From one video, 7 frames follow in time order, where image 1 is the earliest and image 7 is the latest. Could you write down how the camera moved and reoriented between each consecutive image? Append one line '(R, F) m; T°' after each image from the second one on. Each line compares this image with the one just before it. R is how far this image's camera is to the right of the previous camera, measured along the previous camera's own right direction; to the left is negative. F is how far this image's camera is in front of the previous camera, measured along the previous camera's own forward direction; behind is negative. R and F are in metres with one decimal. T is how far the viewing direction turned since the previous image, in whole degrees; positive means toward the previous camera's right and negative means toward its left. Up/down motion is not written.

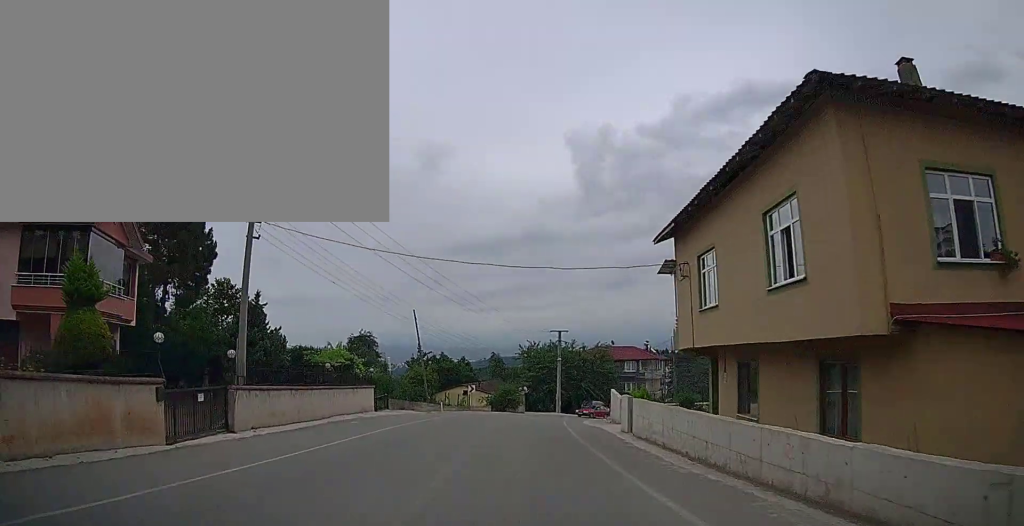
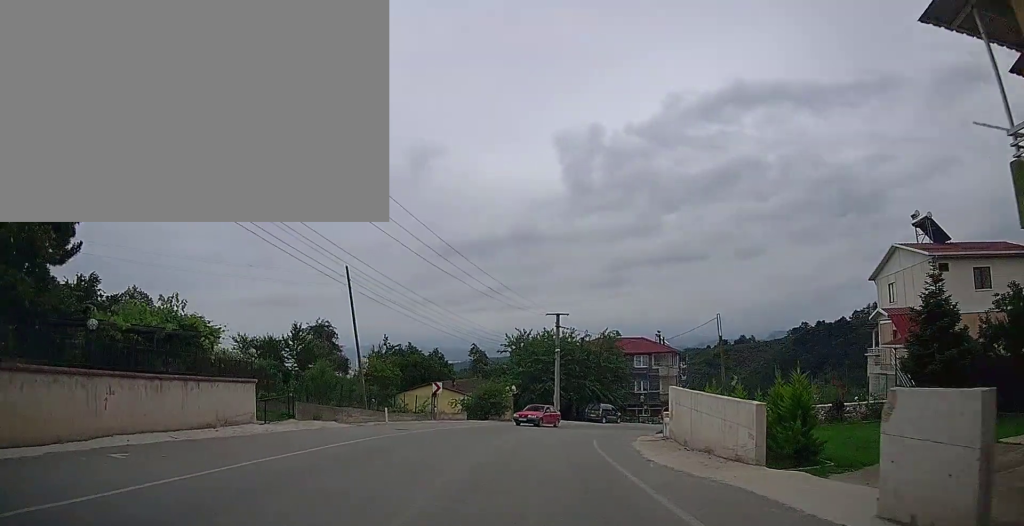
(-0.2, +15.7) m; +1°
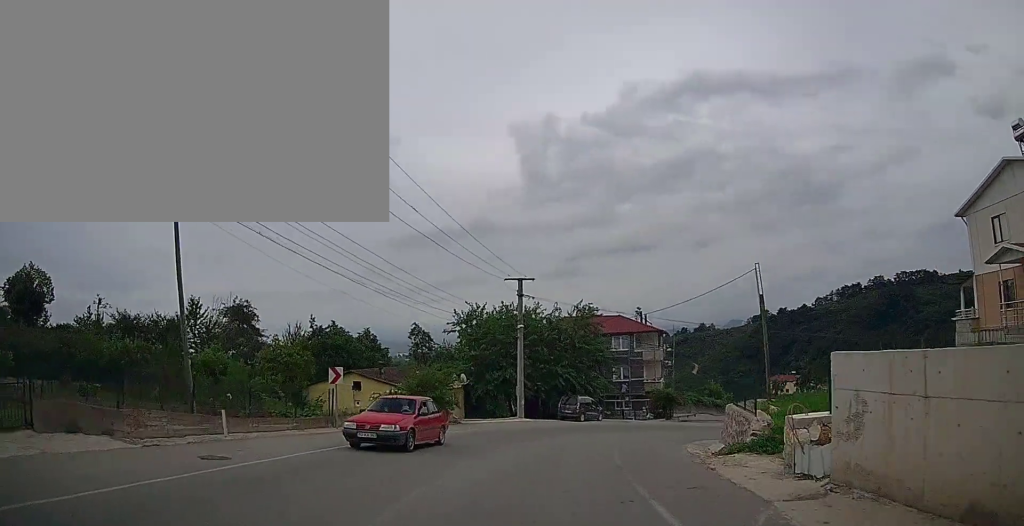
(+0.5, +12.4) m; +6°
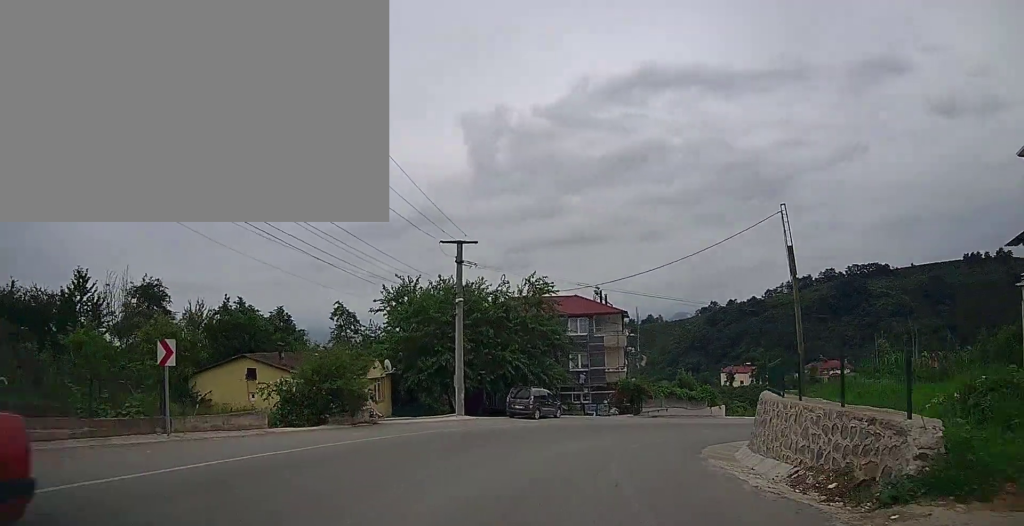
(+0.4, +8.0) m; +6°
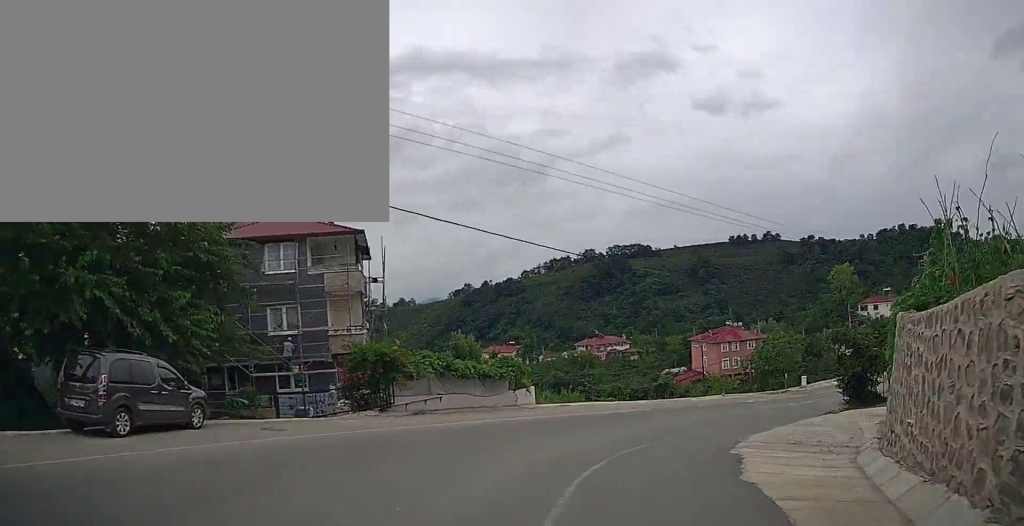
(+3.8, +20.3) m; +25°
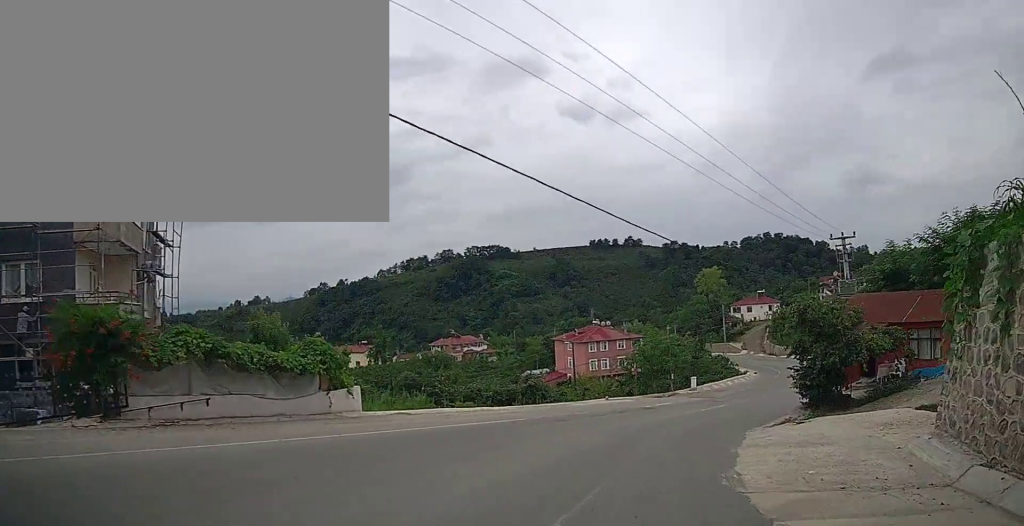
(+1.0, +8.4) m; +13°
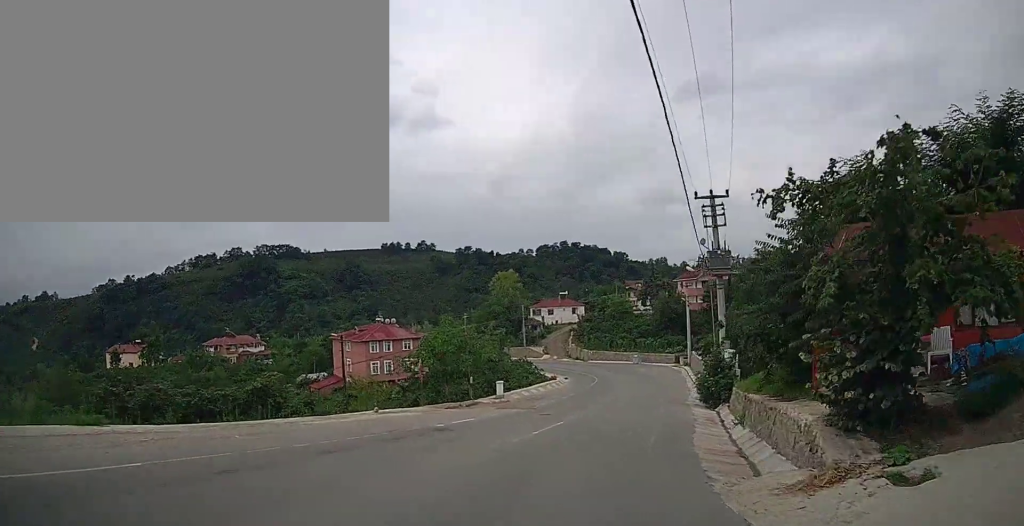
(+2.0, +12.8) m; +19°
